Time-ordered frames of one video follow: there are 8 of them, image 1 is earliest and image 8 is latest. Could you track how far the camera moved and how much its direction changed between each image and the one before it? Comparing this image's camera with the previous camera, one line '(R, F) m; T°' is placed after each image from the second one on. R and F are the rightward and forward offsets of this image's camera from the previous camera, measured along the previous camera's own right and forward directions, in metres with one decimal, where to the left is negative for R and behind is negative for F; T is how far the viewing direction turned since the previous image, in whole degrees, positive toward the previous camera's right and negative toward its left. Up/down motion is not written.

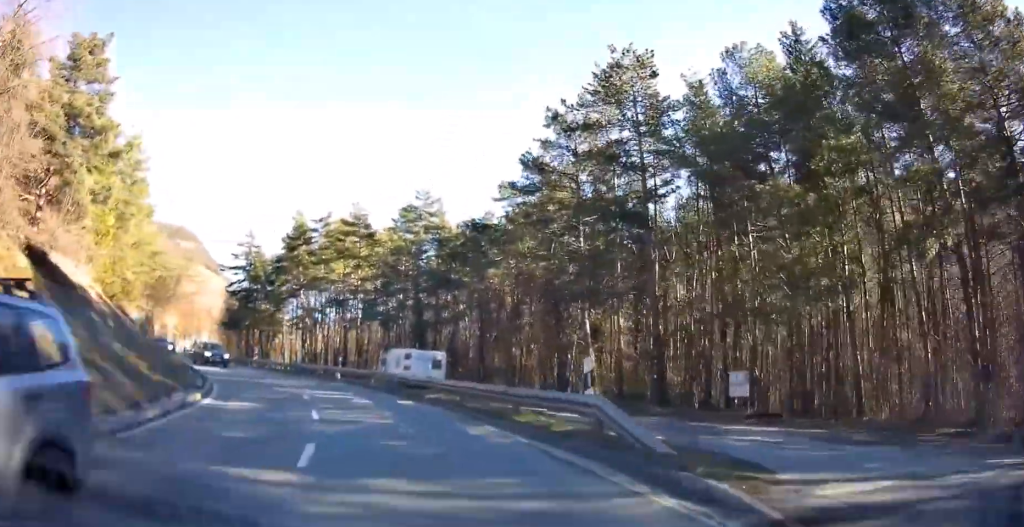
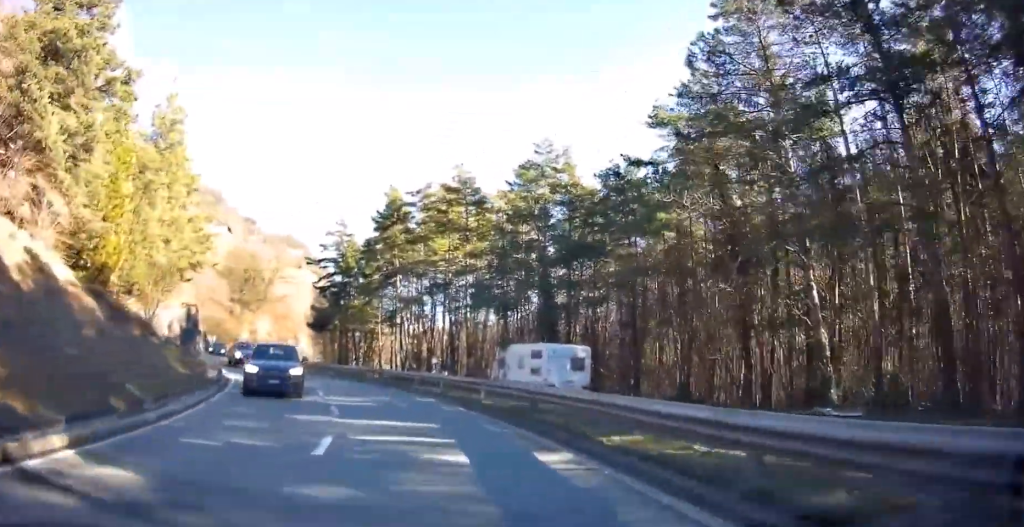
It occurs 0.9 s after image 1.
(-1.1, +11.2) m; -11°
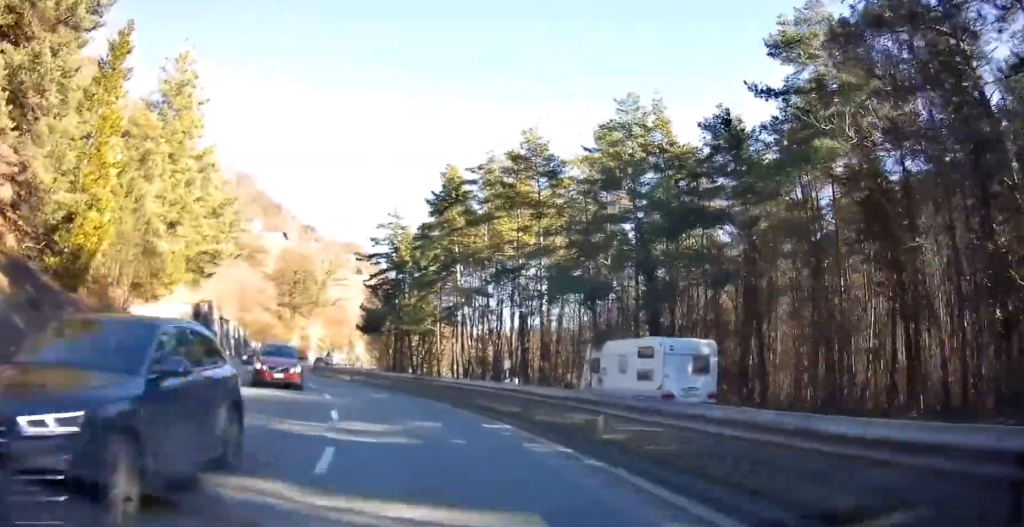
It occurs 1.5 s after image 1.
(-0.6, +7.4) m; -7°
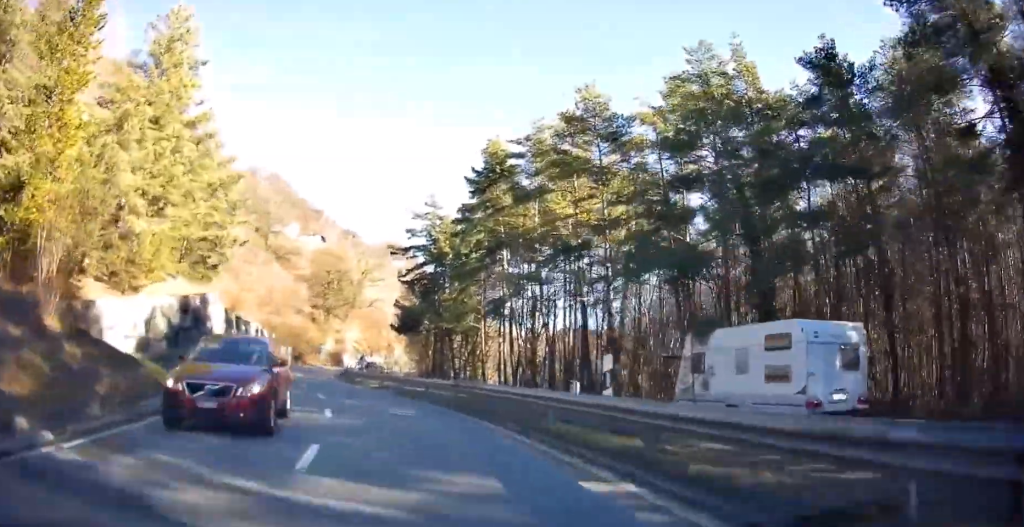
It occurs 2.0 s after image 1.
(+0.1, +5.7) m; -5°
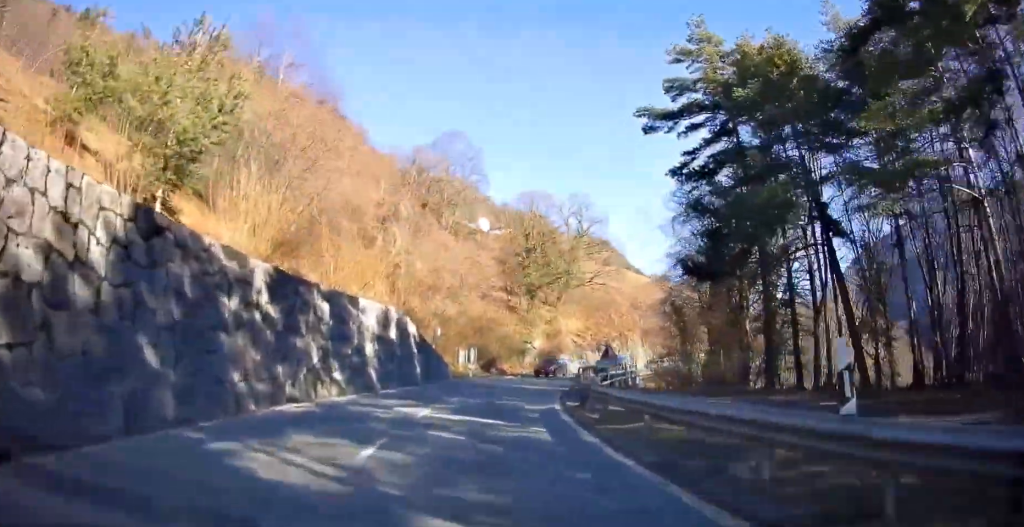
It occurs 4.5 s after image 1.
(-5.7, +30.3) m; -16°
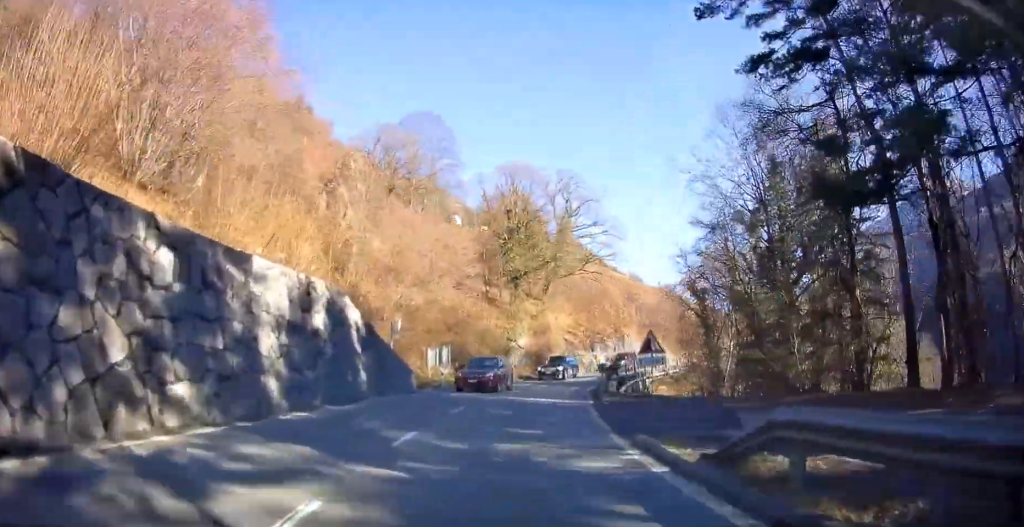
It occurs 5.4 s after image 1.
(-0.2, +10.5) m; +1°
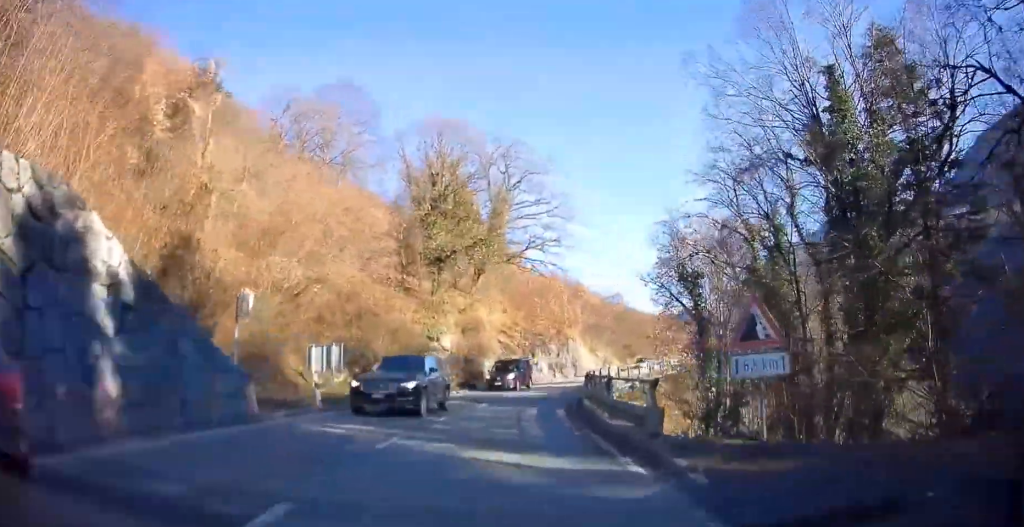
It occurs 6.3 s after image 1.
(+0.3, +11.4) m; +4°
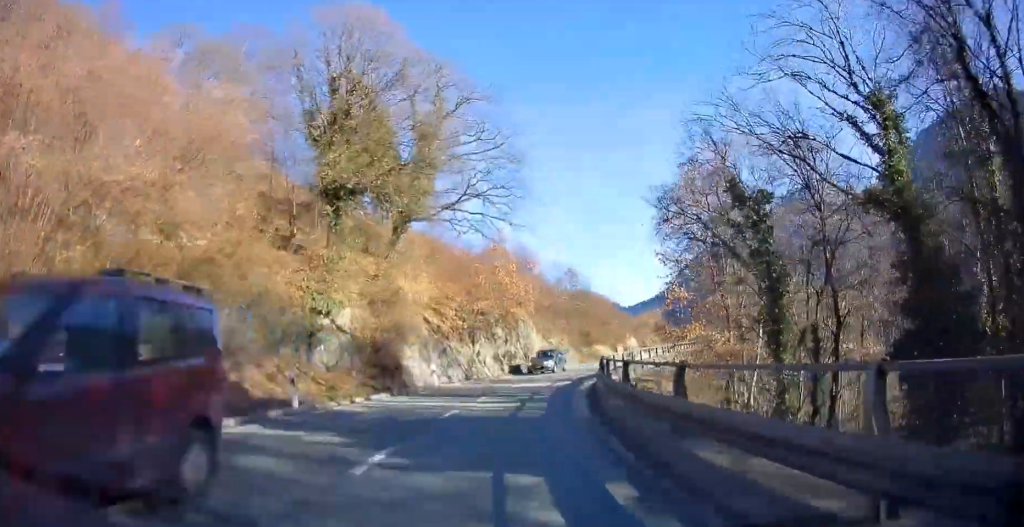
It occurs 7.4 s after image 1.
(+0.7, +14.1) m; +7°
